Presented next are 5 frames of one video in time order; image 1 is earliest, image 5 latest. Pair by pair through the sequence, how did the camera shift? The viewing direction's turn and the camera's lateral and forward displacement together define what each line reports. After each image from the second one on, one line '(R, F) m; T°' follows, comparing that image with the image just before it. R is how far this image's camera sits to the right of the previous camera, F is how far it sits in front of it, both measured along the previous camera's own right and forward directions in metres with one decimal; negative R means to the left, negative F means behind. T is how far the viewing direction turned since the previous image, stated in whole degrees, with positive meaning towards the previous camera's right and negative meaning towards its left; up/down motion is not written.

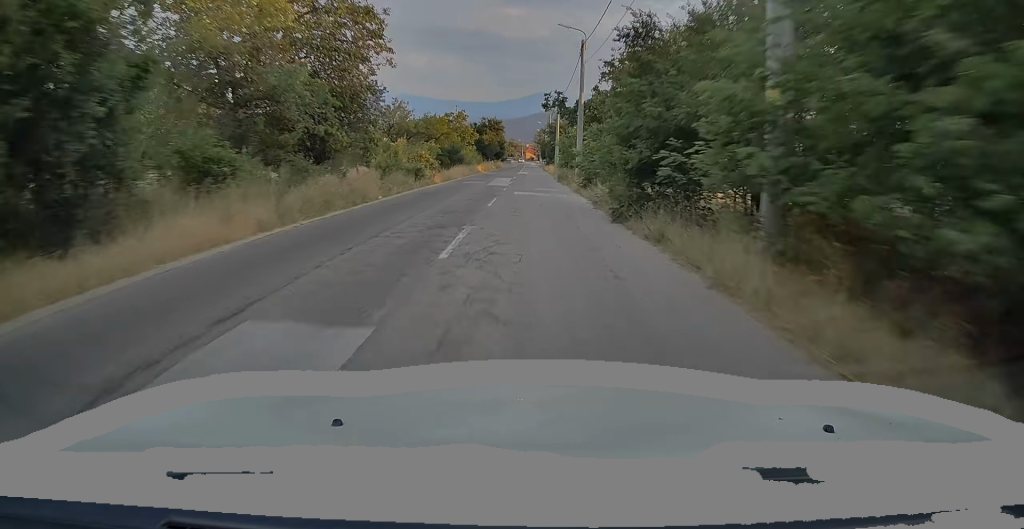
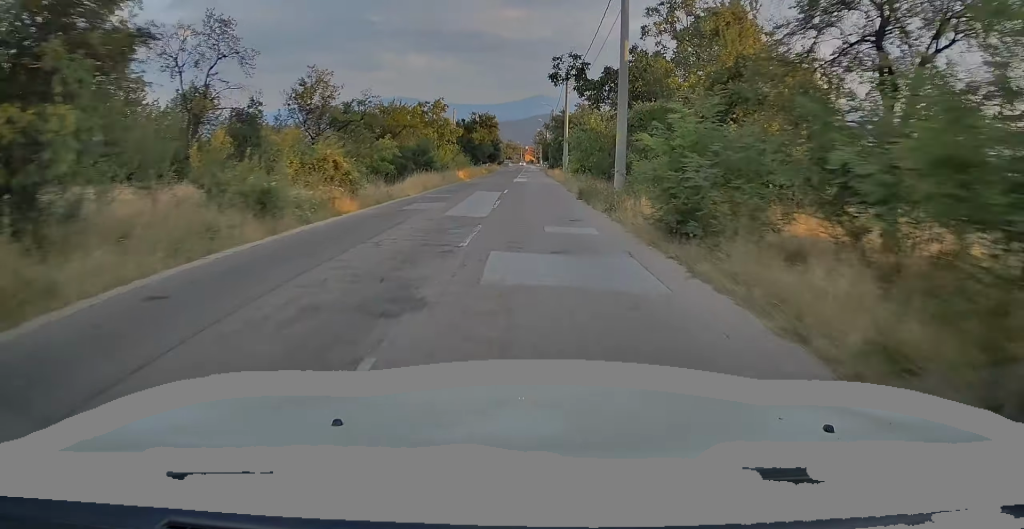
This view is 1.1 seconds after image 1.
(0.0, +16.0) m; 0°
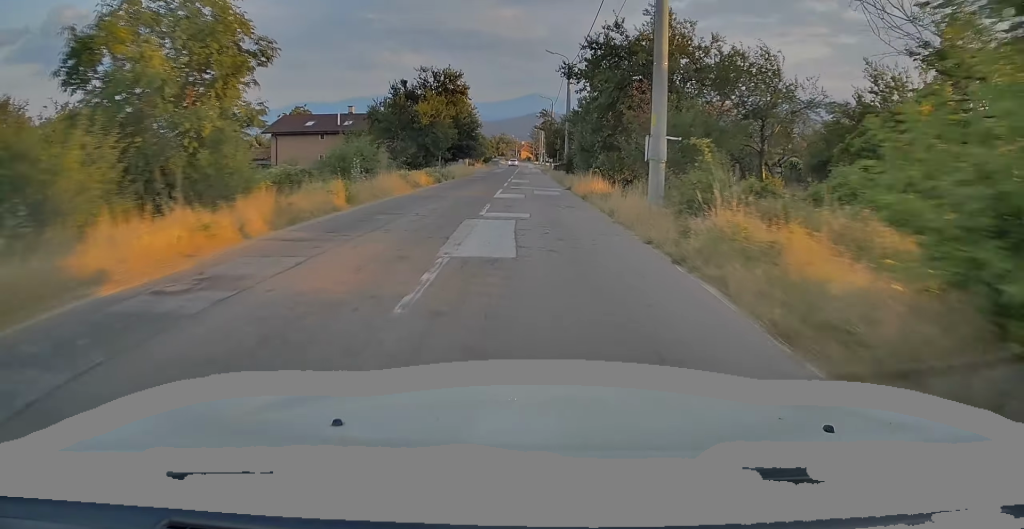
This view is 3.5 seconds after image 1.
(+0.1, +36.3) m; 0°
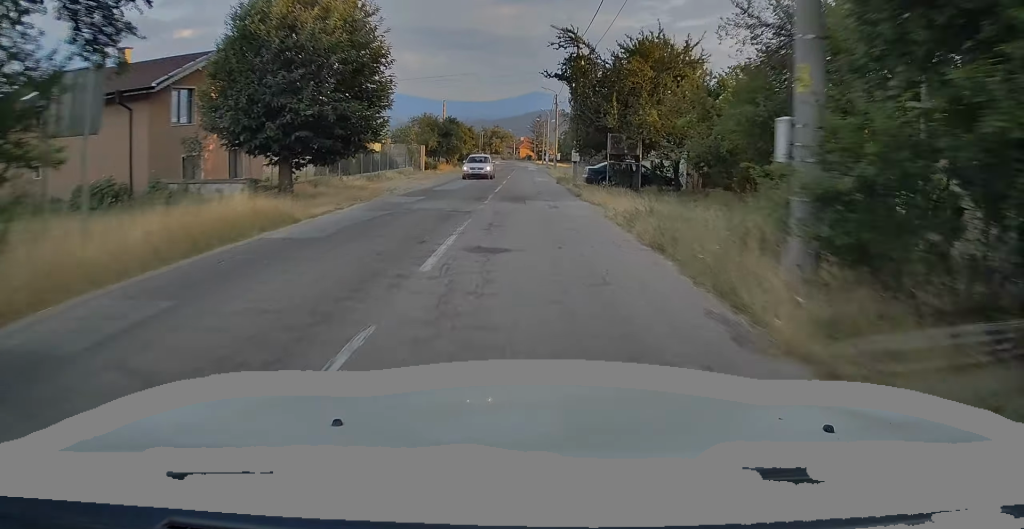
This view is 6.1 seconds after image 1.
(+0.1, +38.2) m; 0°
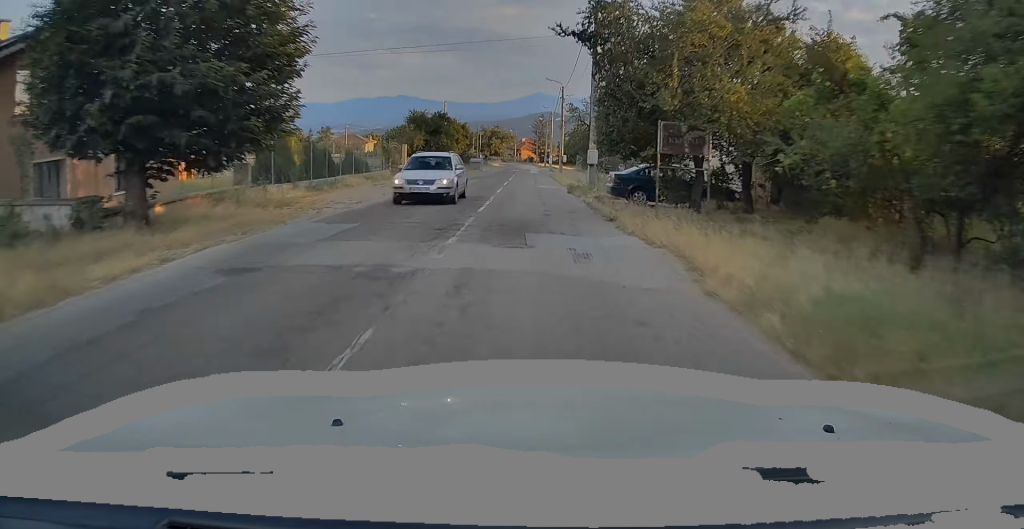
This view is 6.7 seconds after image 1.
(0.0, +8.4) m; 0°
